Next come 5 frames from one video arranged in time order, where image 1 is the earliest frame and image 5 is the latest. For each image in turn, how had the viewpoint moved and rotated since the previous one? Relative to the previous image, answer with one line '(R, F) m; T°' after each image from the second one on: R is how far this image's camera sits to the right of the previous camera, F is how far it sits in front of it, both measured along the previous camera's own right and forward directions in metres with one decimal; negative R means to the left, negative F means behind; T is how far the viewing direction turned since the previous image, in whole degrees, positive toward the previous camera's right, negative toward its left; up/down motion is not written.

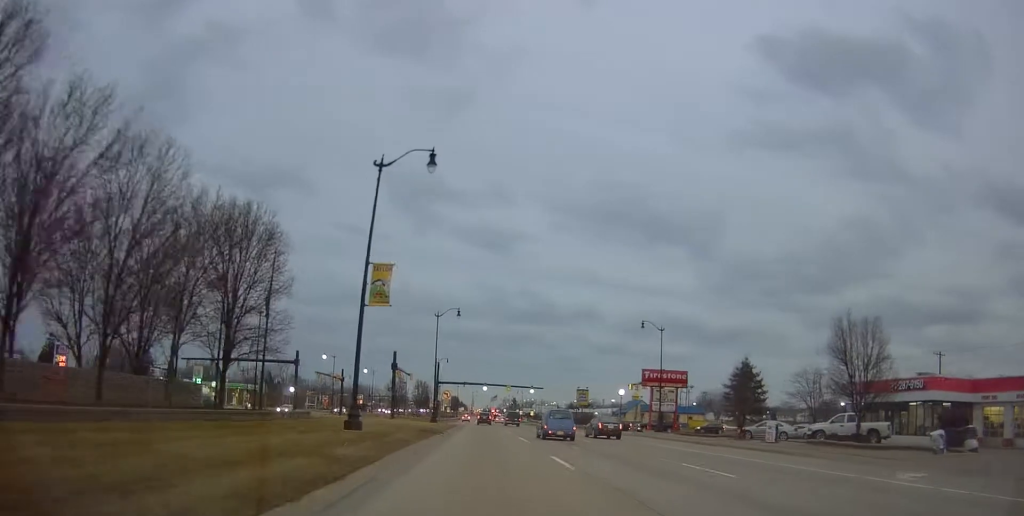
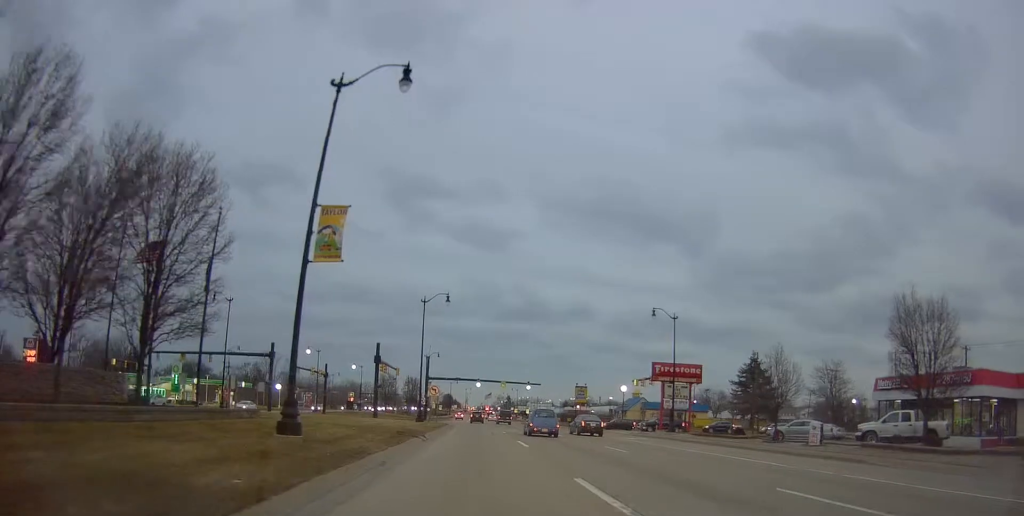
(+0.1, +6.3) m; +1°
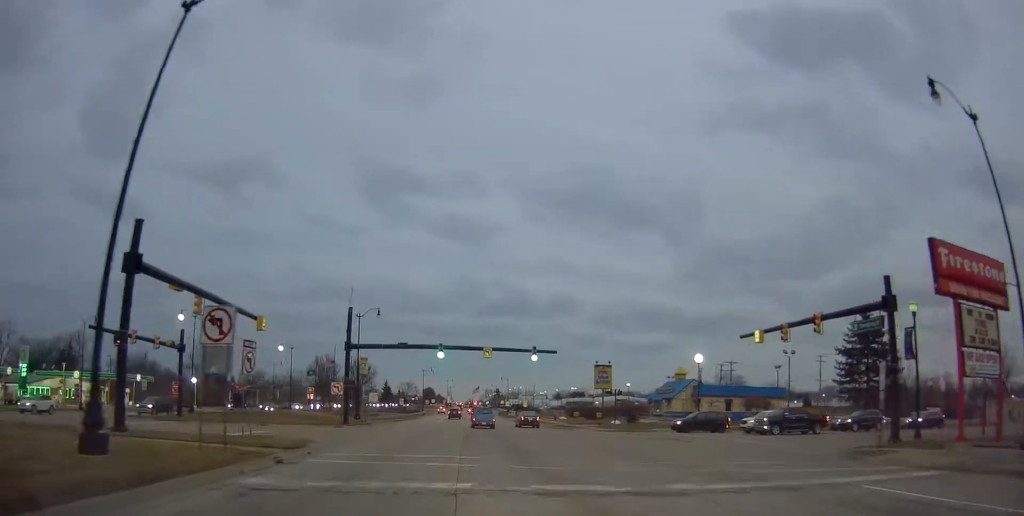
(-0.4, +39.8) m; 0°
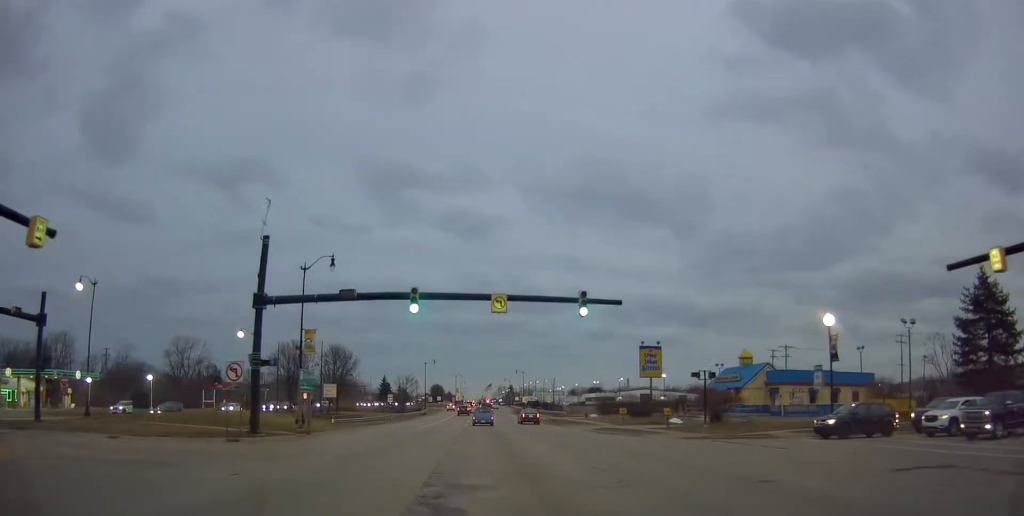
(+0.5, +20.5) m; 0°
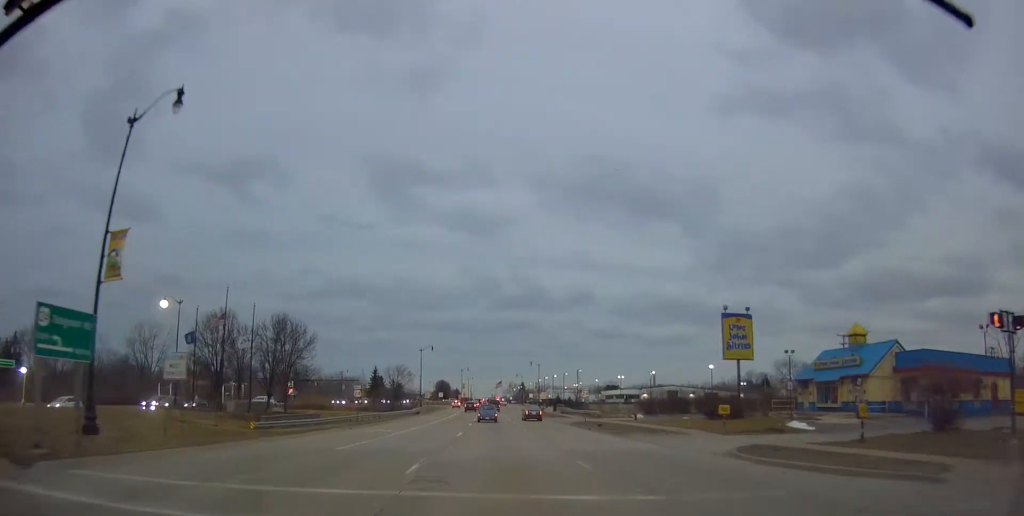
(-0.8, +22.2) m; -3°
